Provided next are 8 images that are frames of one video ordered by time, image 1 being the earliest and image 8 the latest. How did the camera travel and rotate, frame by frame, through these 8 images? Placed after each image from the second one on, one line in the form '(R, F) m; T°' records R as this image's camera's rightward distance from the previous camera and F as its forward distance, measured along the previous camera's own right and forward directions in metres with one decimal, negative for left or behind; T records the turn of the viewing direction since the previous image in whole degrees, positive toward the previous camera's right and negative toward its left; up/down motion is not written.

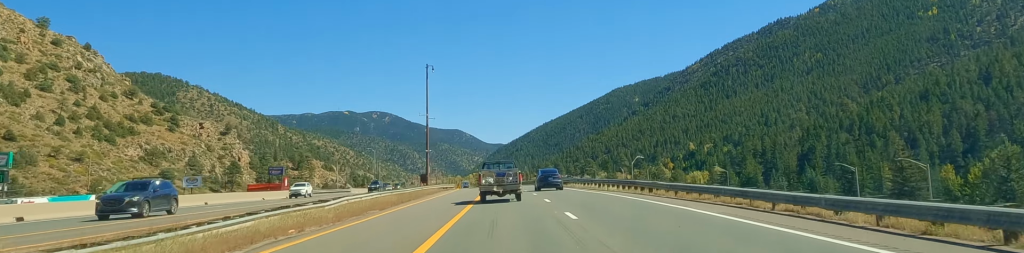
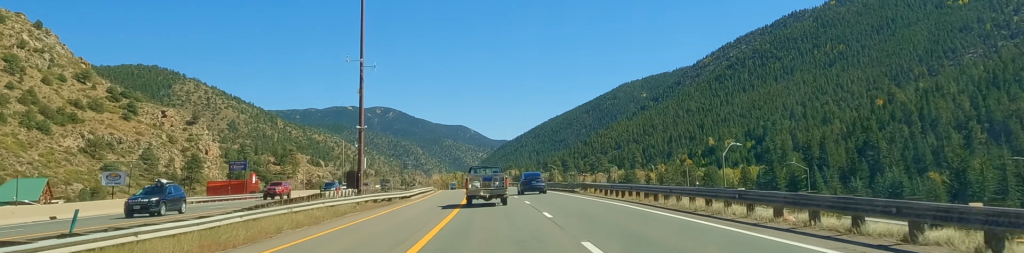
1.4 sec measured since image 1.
(0.0, +44.6) m; 0°
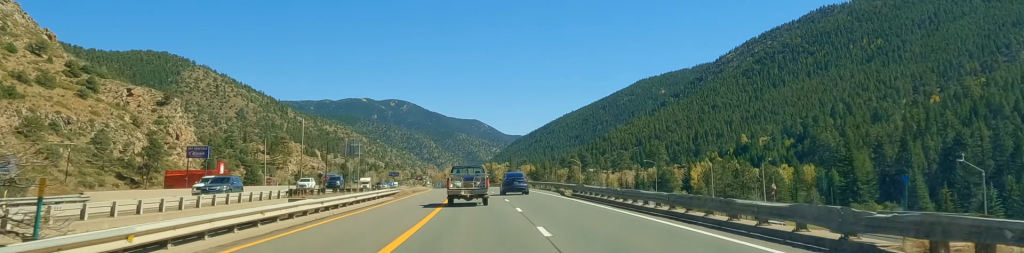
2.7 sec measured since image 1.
(+0.2, +43.5) m; -2°
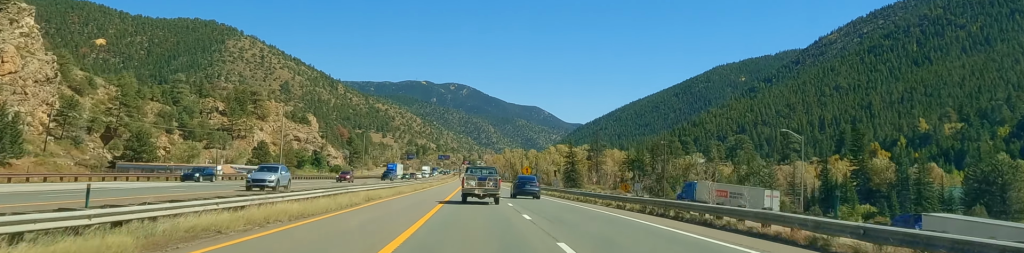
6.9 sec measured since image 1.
(-9.5, +138.0) m; -6°
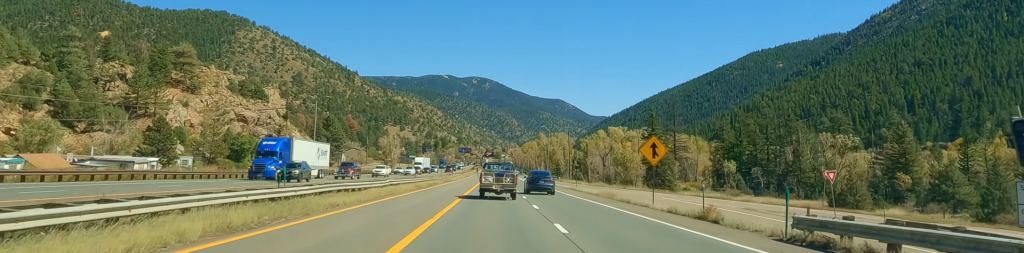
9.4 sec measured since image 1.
(+0.3, +80.1) m; +1°
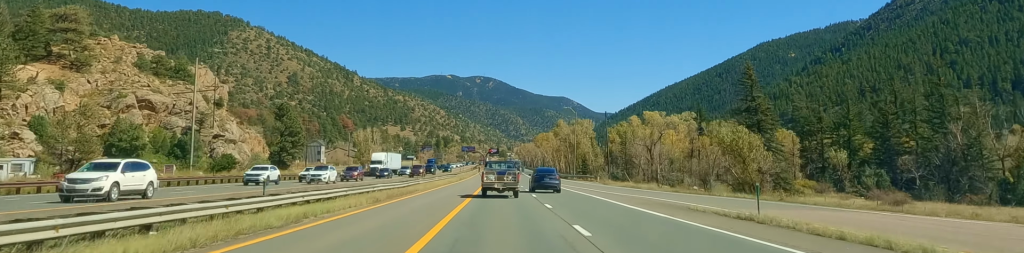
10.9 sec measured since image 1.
(+1.1, +49.7) m; 0°
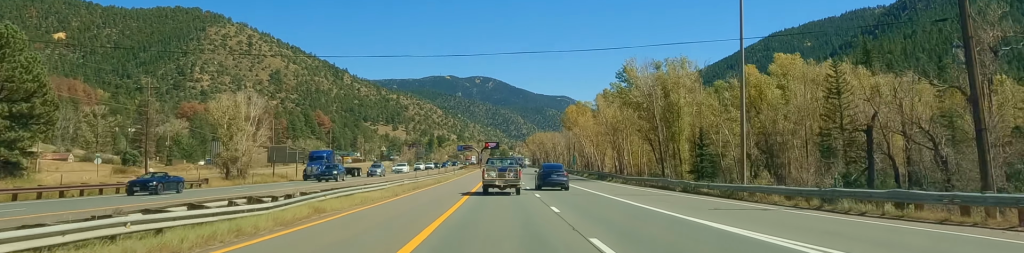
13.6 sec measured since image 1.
(-1.7, +89.6) m; -1°
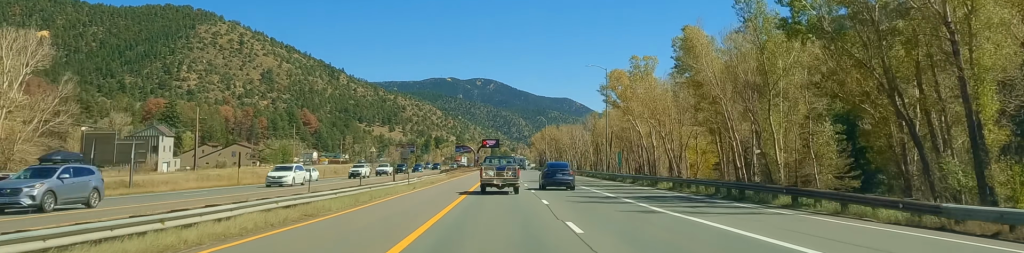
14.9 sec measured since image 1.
(0.0, +44.2) m; 0°
